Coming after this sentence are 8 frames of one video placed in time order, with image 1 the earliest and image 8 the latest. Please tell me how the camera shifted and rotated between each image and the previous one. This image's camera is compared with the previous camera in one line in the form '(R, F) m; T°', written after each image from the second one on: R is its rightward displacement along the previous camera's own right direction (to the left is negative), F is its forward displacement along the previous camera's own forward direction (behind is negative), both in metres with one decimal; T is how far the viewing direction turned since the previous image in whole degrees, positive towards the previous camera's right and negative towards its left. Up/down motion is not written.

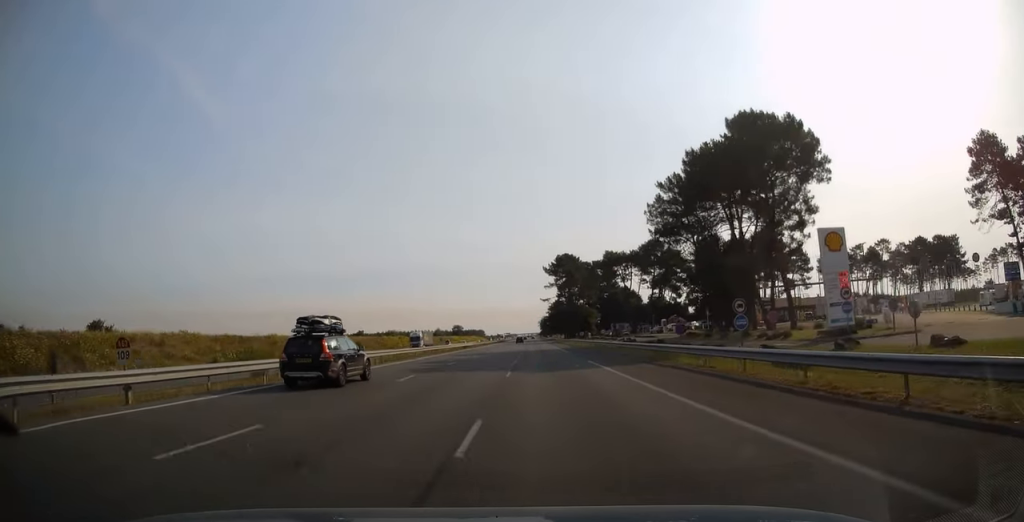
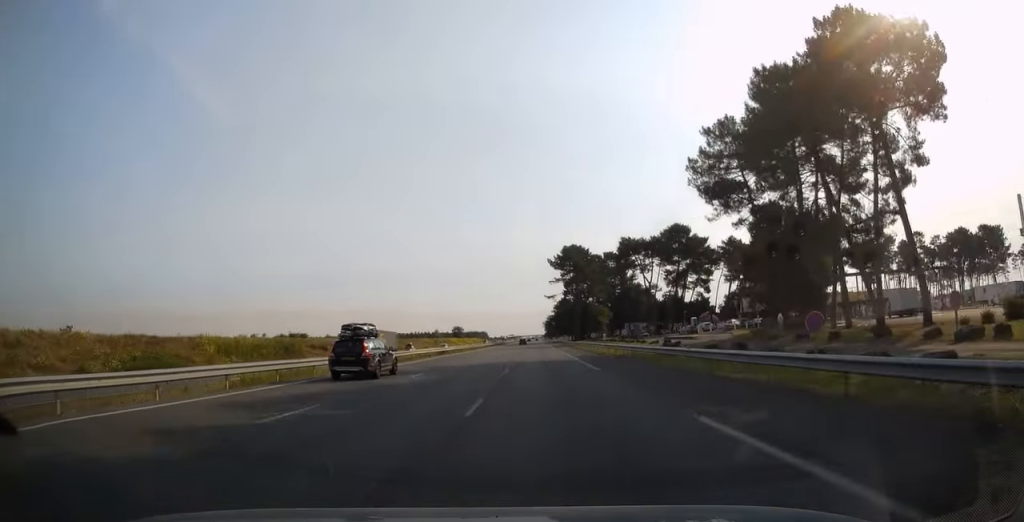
(0.0, +22.4) m; 0°
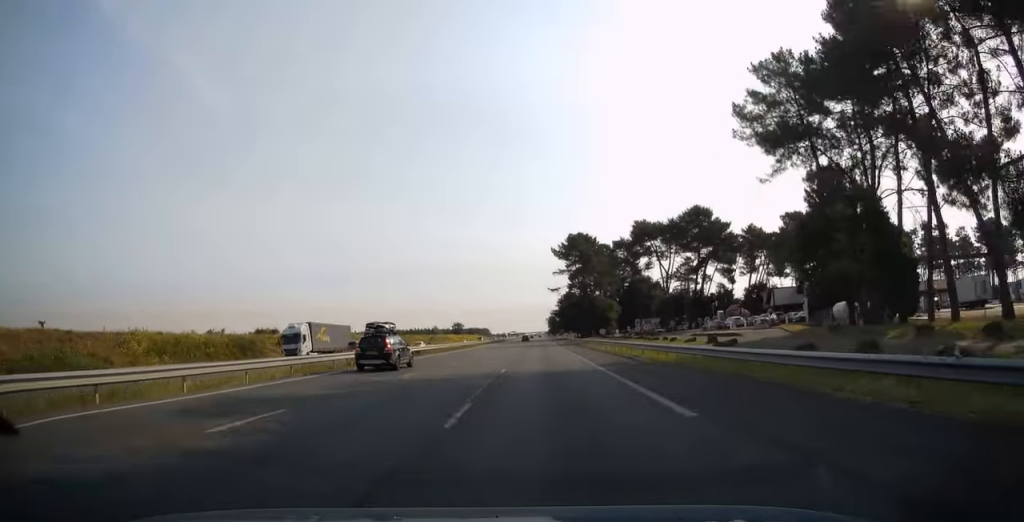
(0.0, +14.6) m; 0°
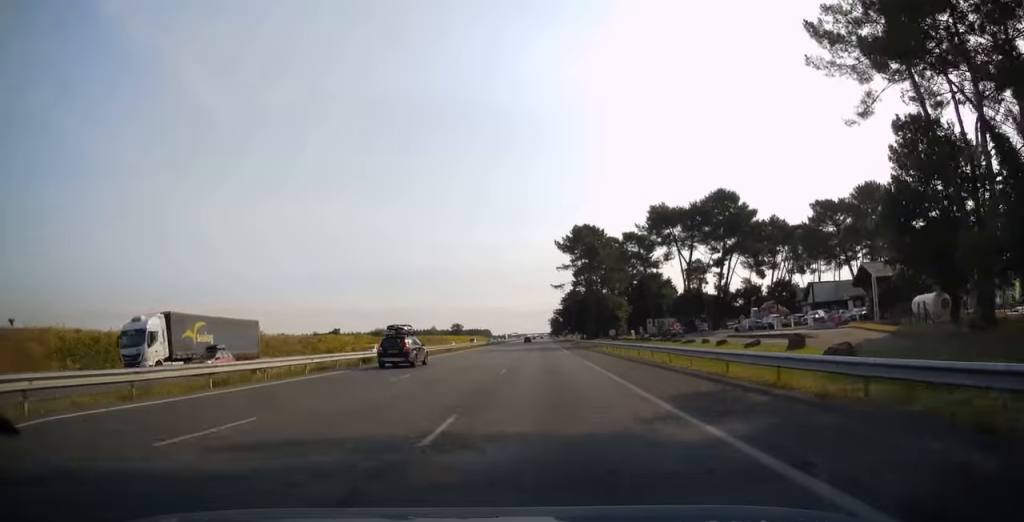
(-0.1, +14.5) m; 0°
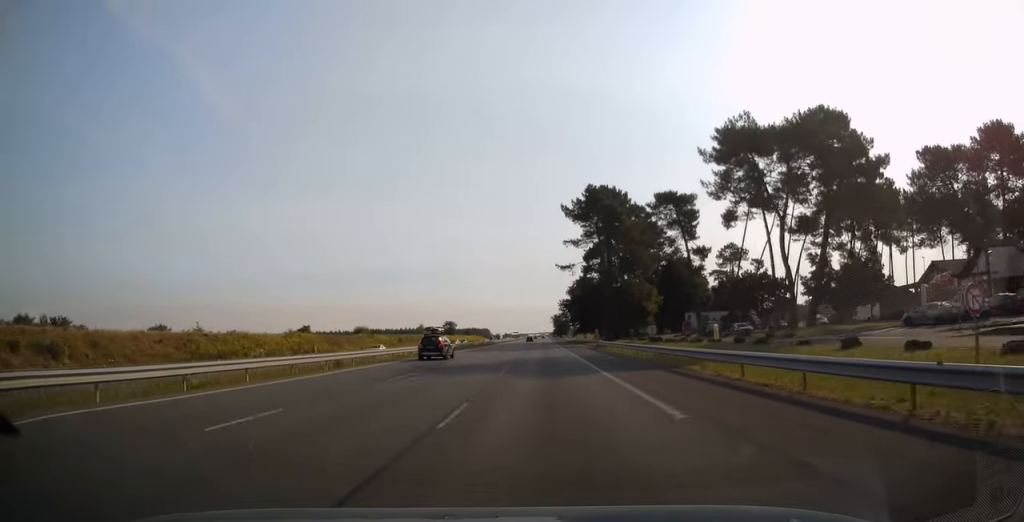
(-0.2, +37.5) m; 0°
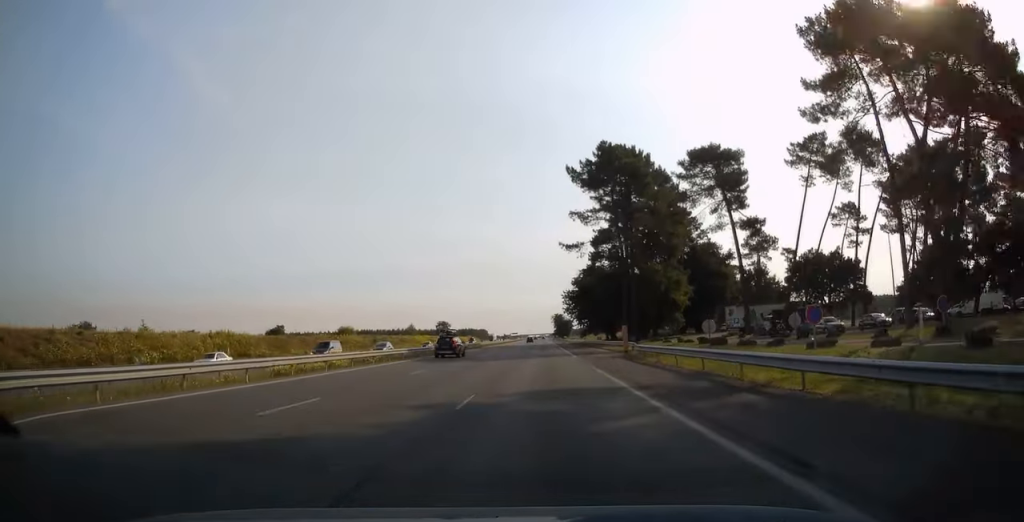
(0.0, +23.9) m; 0°
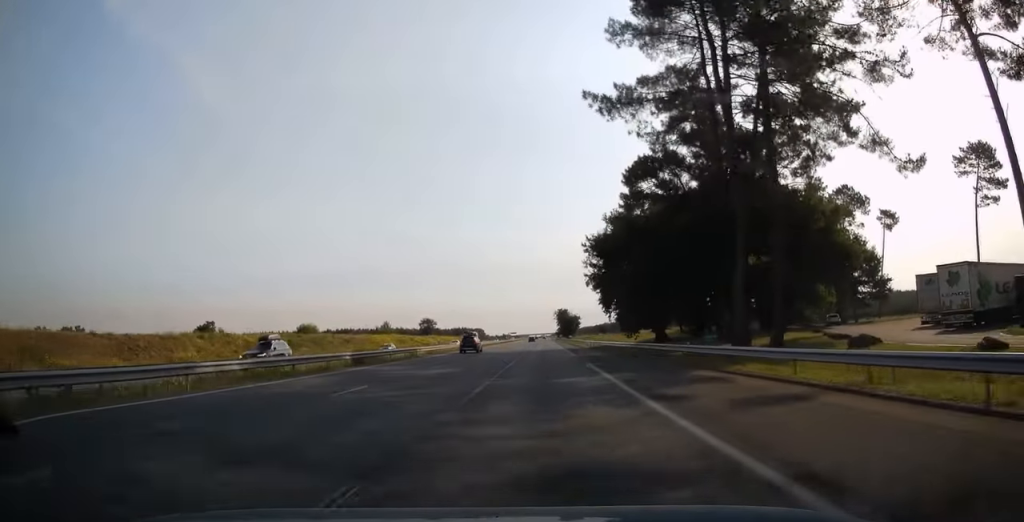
(-0.1, +47.9) m; 0°
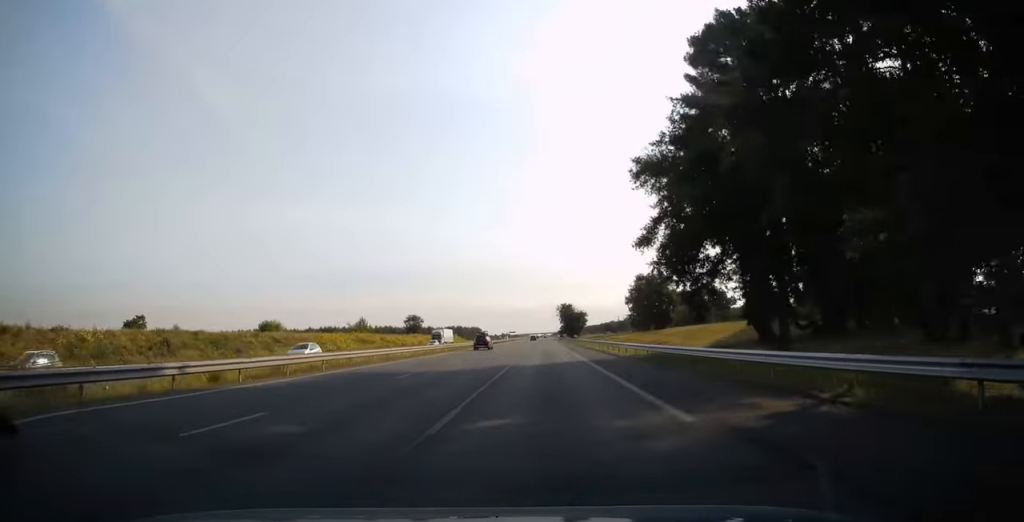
(+0.3, +33.0) m; 0°
